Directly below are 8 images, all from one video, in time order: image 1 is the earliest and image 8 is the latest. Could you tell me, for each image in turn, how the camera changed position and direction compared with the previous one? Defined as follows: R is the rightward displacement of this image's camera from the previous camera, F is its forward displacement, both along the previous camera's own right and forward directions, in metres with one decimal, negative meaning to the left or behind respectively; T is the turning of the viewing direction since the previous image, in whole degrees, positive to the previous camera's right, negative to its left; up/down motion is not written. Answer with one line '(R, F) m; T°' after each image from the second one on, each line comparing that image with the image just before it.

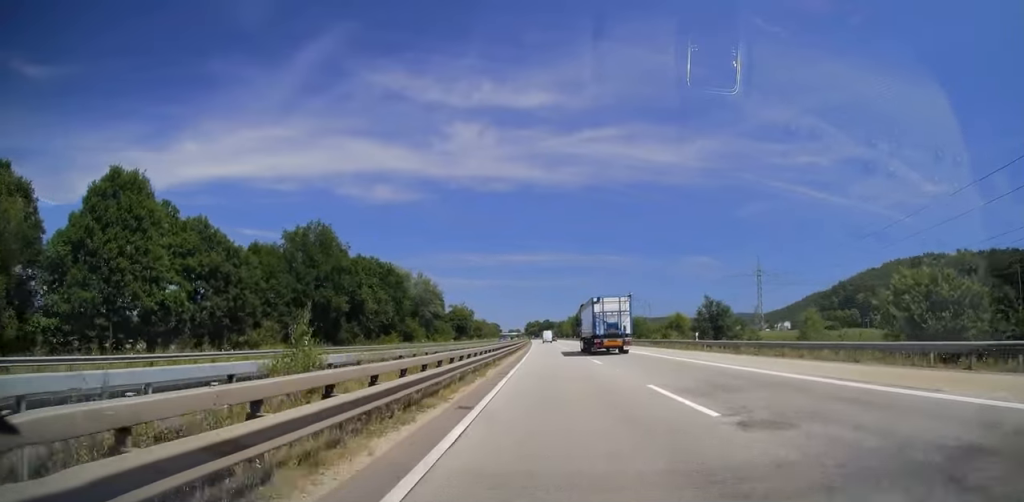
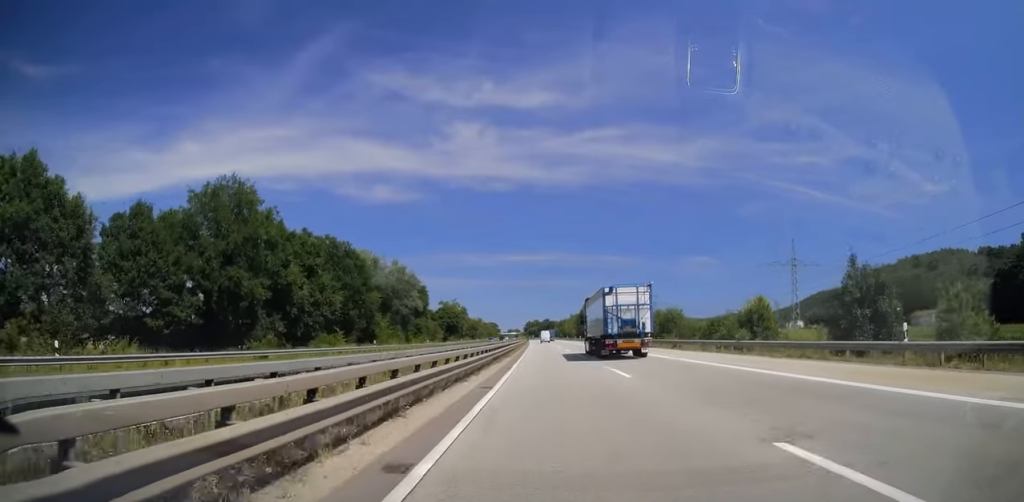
(-0.4, +26.7) m; 0°
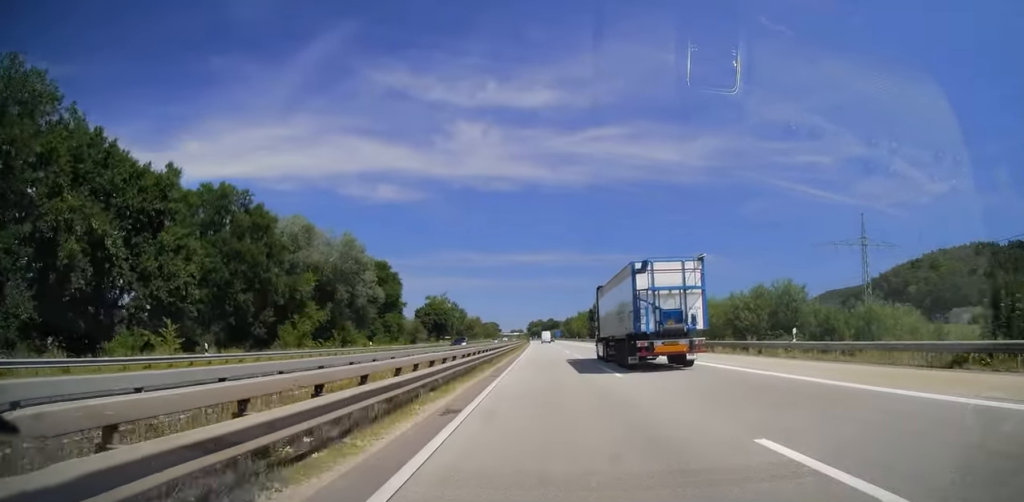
(+0.4, +35.5) m; +1°
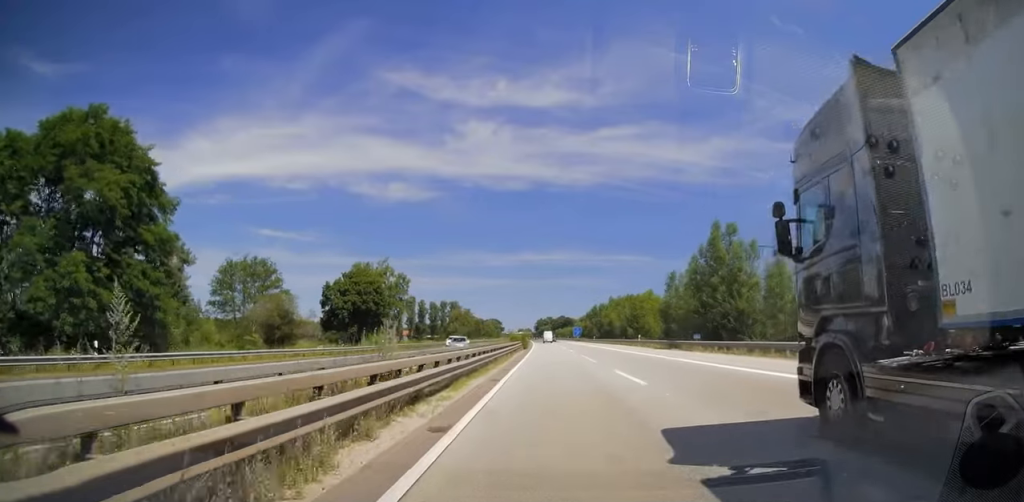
(-1.5, +92.7) m; -2°
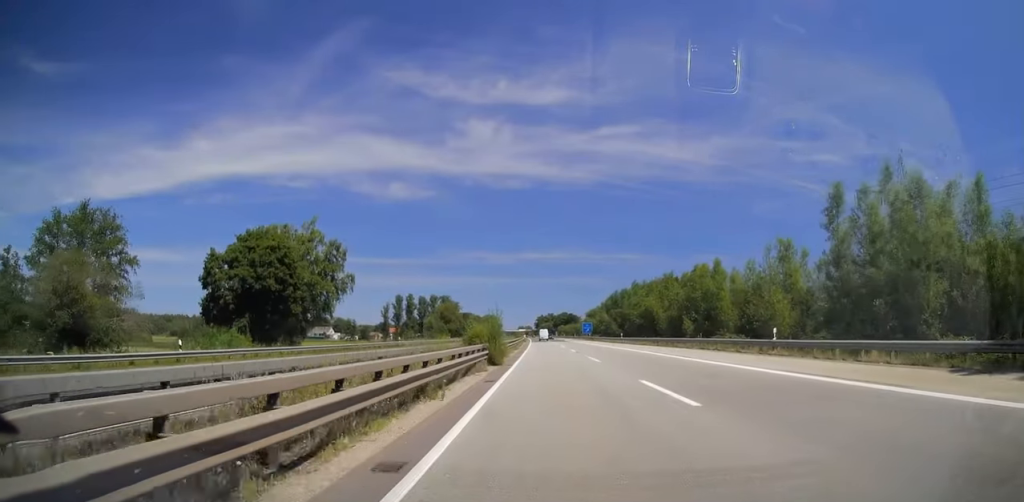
(0.0, +41.6) m; 0°
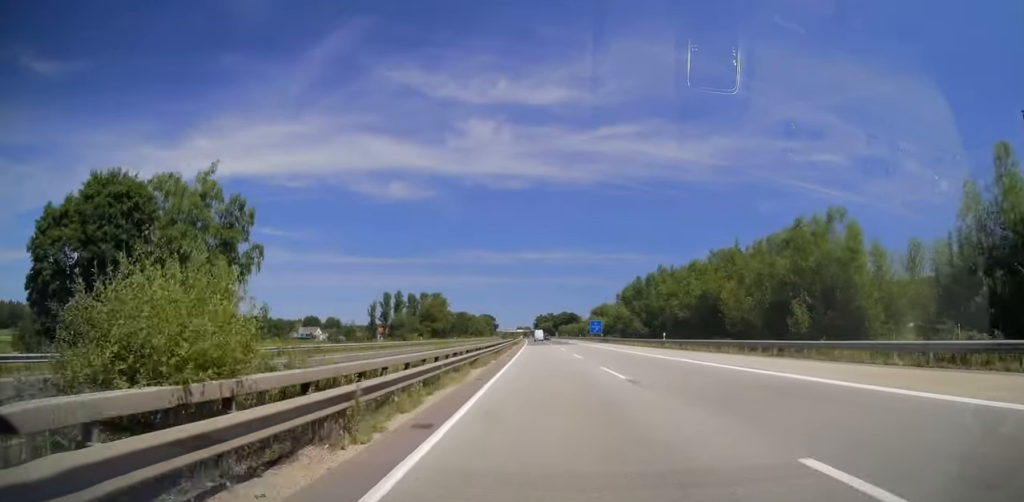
(0.0, +29.1) m; 0°
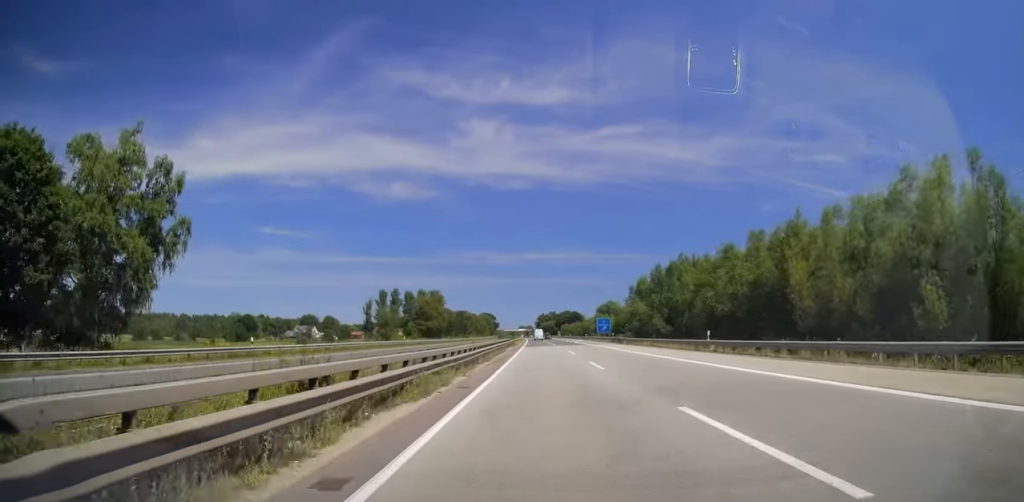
(0.0, +13.7) m; 0°
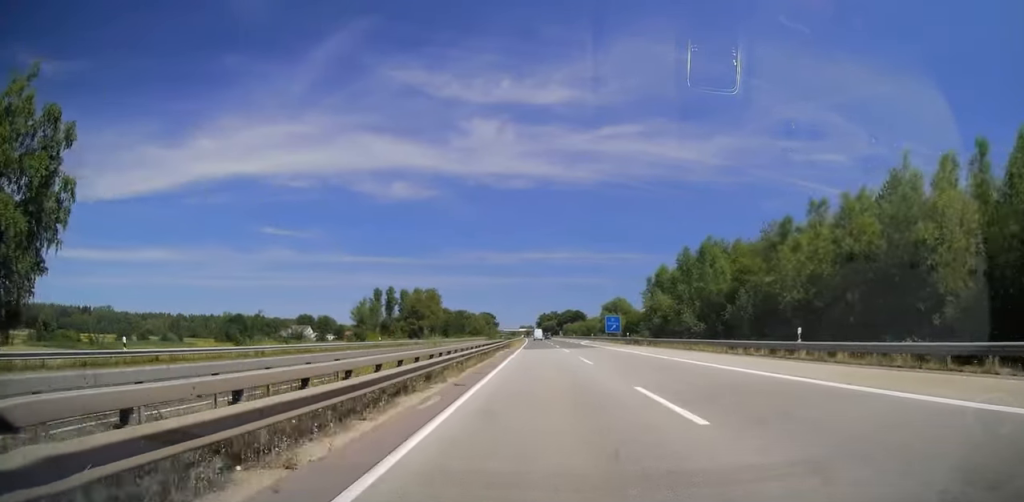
(-0.1, +14.2) m; 0°
